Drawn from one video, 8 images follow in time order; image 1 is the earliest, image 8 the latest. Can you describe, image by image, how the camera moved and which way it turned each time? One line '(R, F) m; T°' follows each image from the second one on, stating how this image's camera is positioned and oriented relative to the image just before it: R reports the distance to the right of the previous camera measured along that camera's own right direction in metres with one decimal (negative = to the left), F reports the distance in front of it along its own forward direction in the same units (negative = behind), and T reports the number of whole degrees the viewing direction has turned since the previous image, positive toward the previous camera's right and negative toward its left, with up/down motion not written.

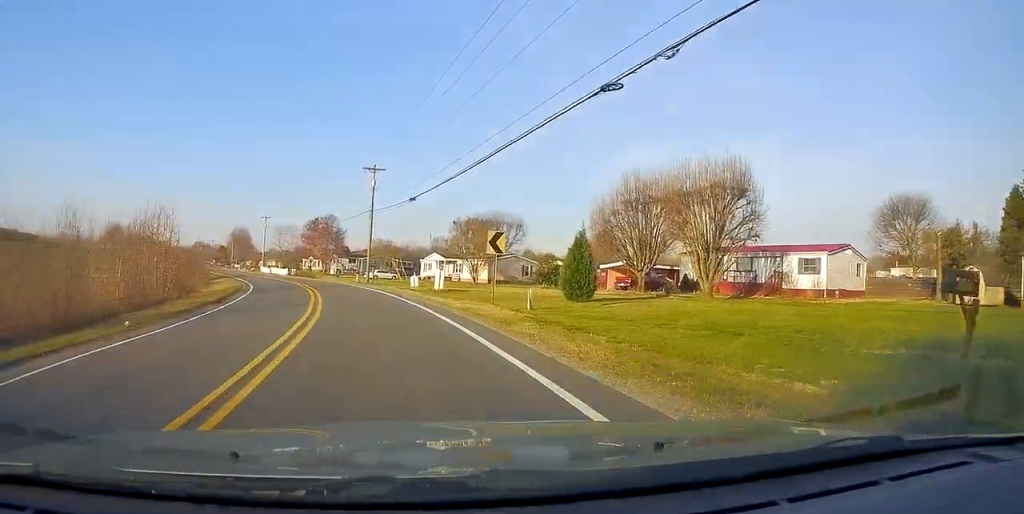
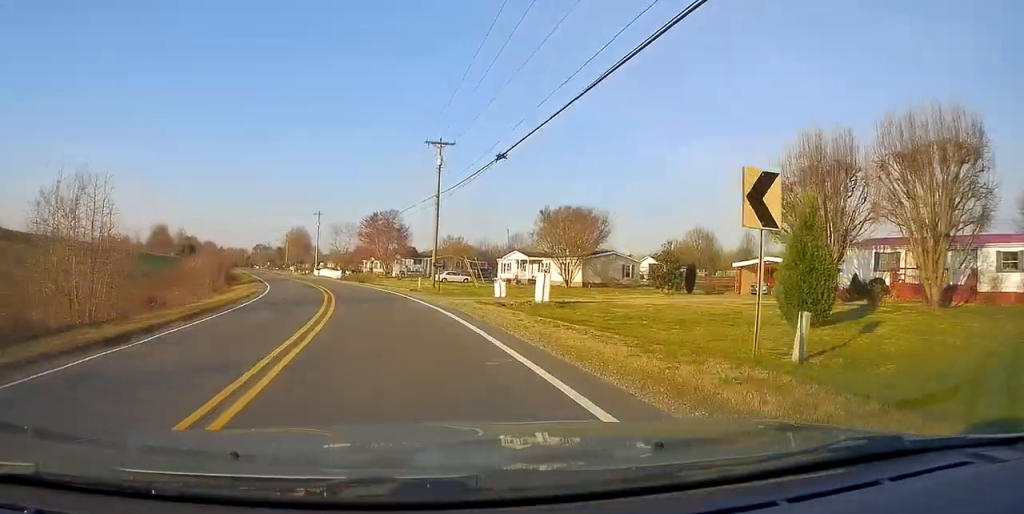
(-1.0, +13.7) m; -8°
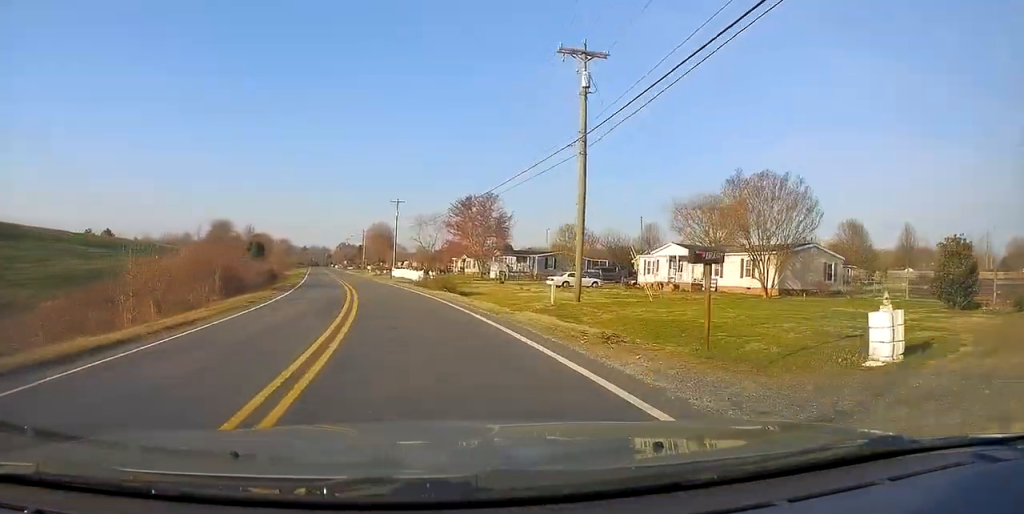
(-1.7, +20.9) m; -8°
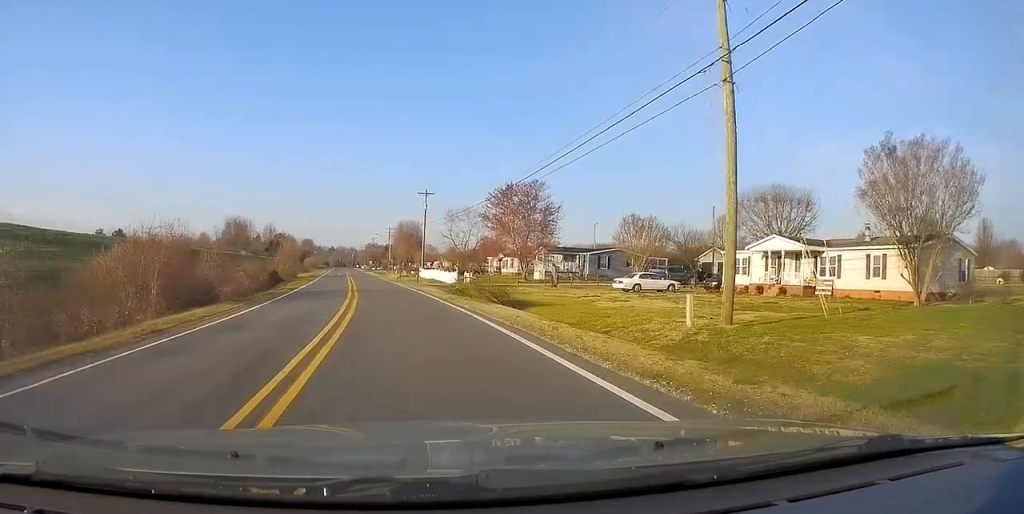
(-0.4, +11.1) m; -3°
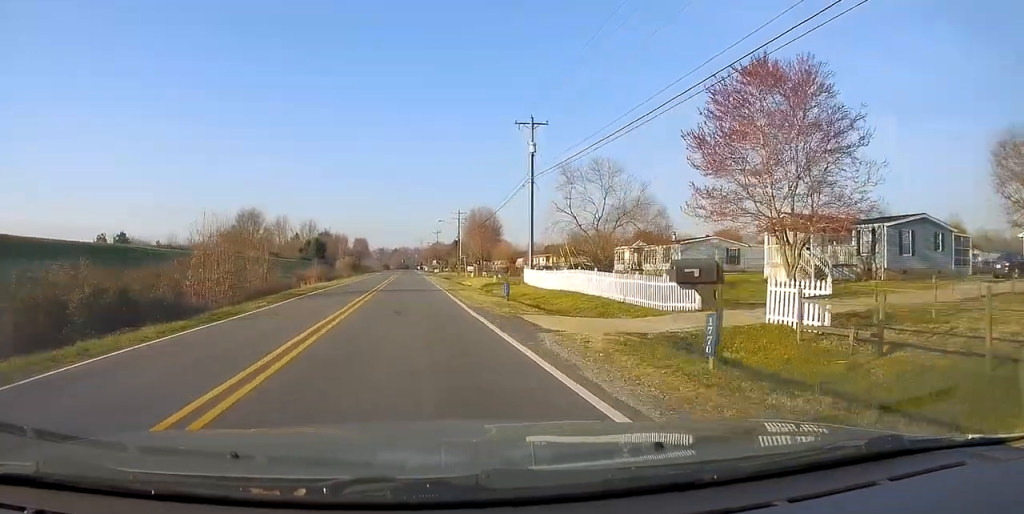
(-2.6, +39.2) m; -5°
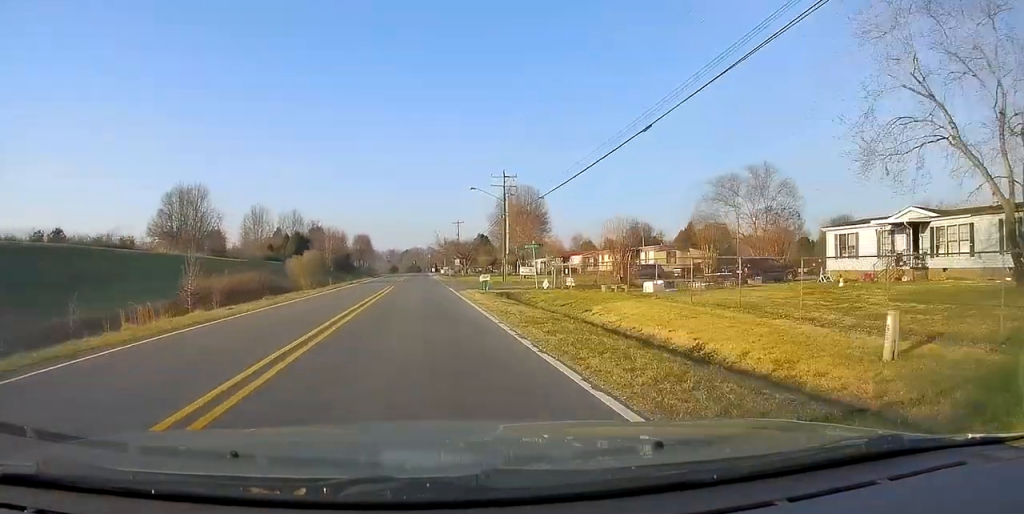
(-1.1, +39.5) m; -2°
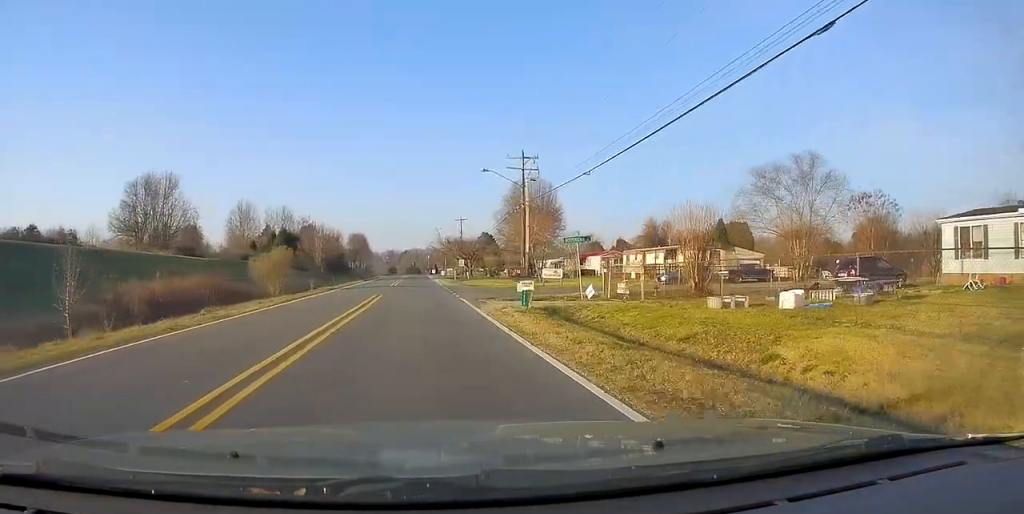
(-0.1, +10.5) m; 0°
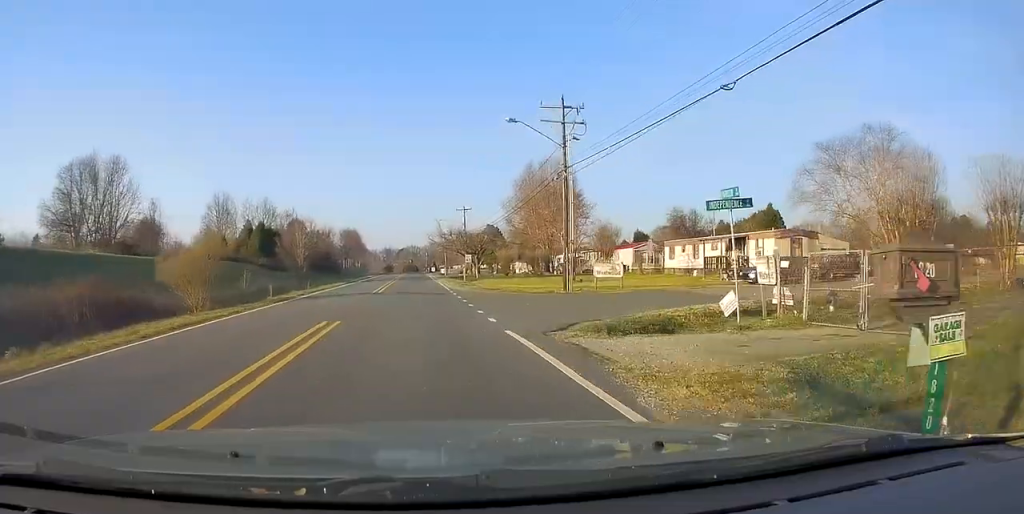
(+0.2, +13.8) m; +1°
